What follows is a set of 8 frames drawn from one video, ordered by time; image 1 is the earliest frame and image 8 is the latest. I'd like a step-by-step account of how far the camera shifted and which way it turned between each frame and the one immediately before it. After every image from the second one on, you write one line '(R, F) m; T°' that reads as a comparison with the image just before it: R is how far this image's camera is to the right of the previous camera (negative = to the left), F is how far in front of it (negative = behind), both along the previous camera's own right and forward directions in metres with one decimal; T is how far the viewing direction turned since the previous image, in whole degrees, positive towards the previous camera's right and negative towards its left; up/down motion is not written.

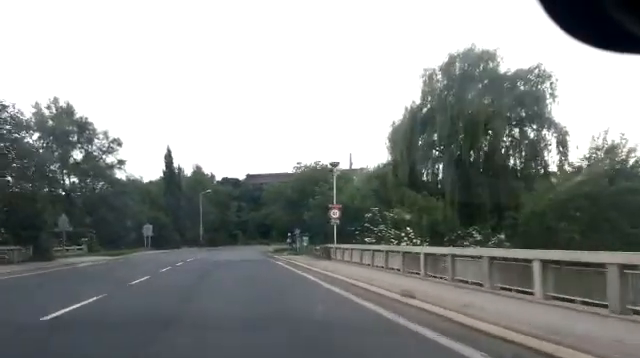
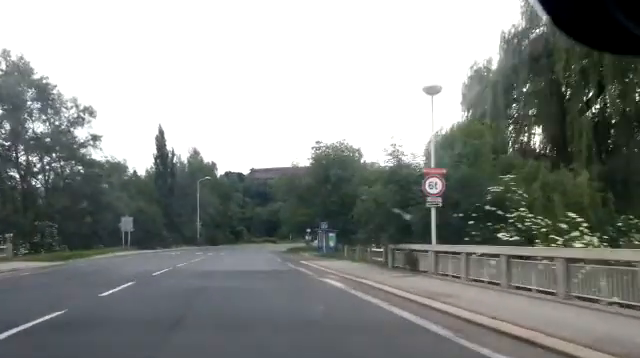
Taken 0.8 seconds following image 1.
(-0.2, +14.9) m; 0°
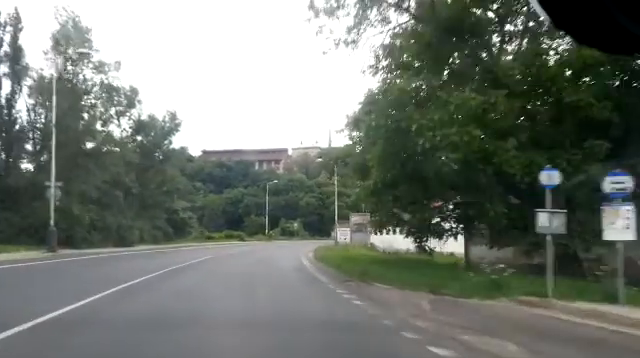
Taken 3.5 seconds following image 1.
(+0.5, +46.1) m; +2°
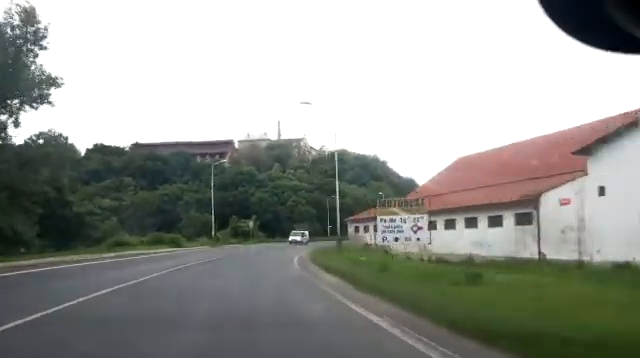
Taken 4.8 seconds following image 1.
(+0.8, +23.6) m; +3°
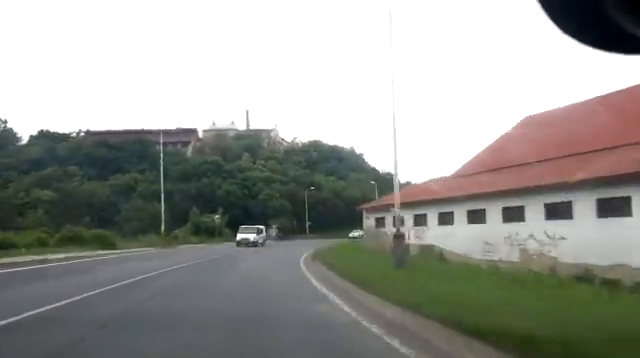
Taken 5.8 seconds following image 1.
(+0.2, +16.0) m; +3°
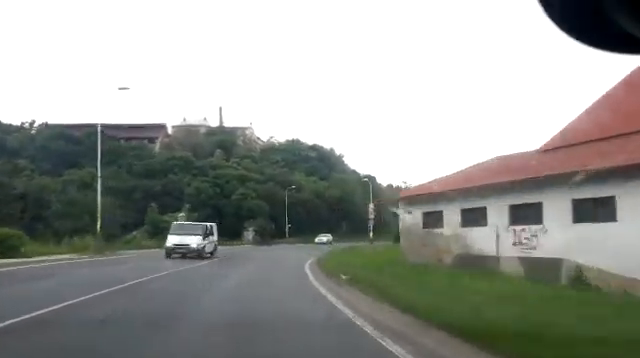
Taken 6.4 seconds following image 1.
(+0.2, +11.4) m; +4°
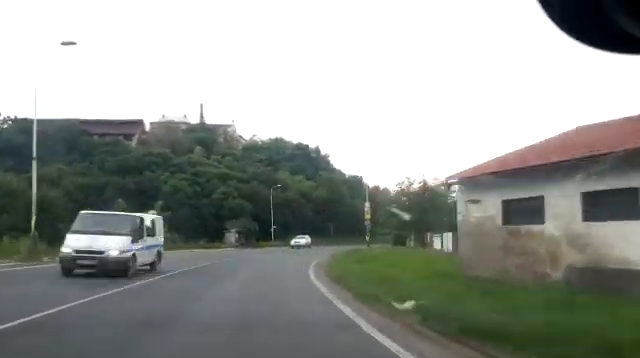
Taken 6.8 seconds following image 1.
(+0.1, +6.9) m; +4°
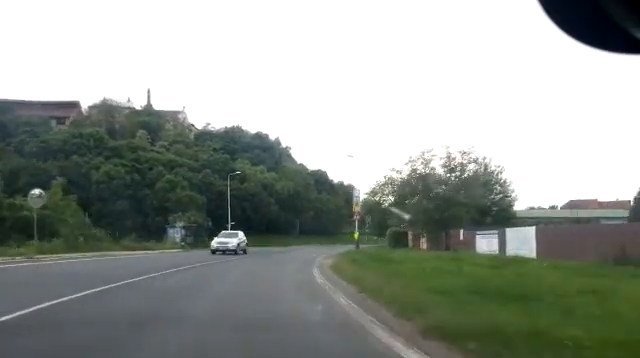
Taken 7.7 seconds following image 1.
(+1.3, +14.8) m; +6°
